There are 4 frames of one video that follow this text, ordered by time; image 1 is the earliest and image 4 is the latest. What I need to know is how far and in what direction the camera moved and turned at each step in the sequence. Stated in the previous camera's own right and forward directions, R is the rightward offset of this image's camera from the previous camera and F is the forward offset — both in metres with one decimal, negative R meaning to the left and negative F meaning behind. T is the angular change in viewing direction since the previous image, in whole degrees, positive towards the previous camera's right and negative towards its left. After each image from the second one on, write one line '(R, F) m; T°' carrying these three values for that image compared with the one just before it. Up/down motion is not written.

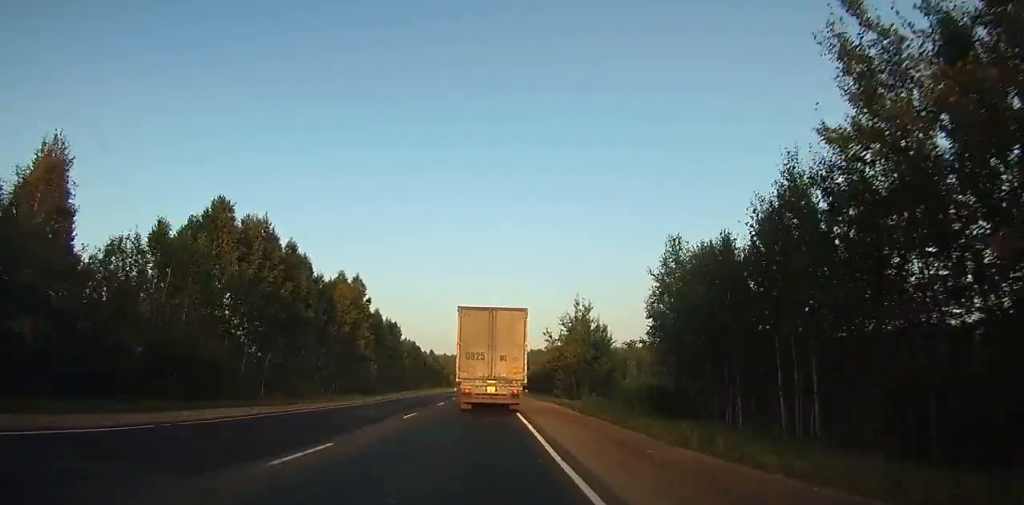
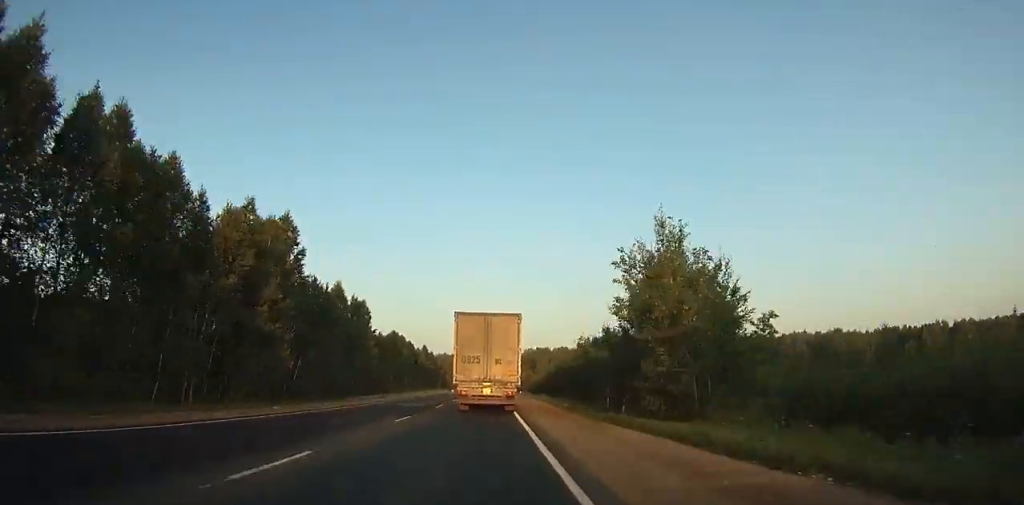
(+0.2, +26.4) m; 0°
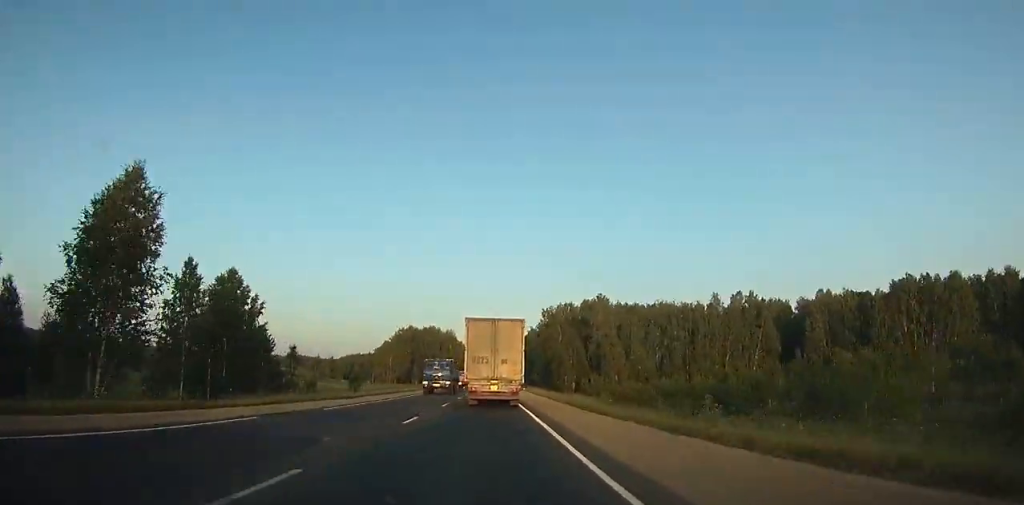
(+2.3, +168.4) m; +2°
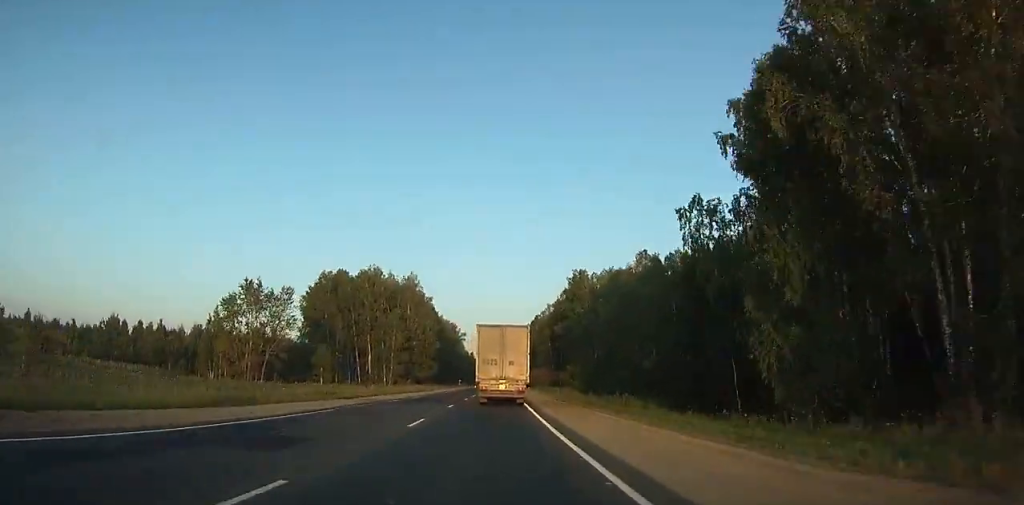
(-0.9, +118.4) m; 0°
